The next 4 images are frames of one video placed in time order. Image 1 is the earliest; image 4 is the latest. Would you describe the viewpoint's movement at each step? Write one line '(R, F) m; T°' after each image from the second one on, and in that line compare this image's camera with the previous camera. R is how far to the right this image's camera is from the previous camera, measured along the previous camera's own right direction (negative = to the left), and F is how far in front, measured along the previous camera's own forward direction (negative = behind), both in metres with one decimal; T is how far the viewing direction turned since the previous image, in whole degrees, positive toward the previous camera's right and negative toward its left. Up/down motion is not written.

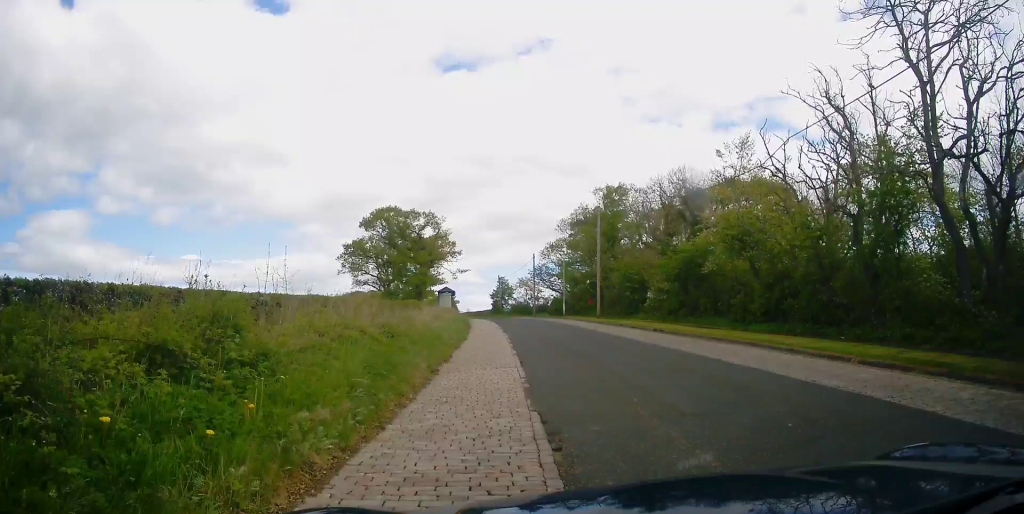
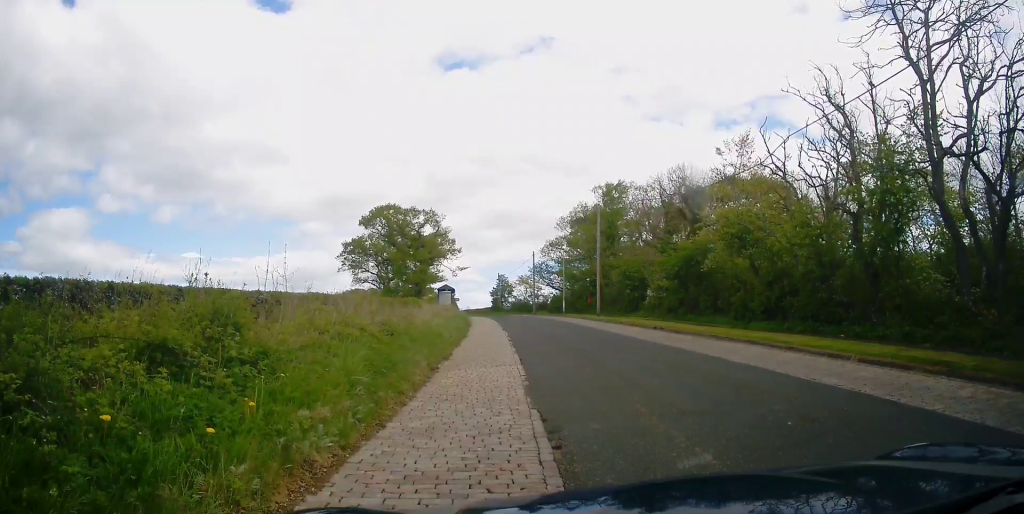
(0.0, +0.3) m; 0°
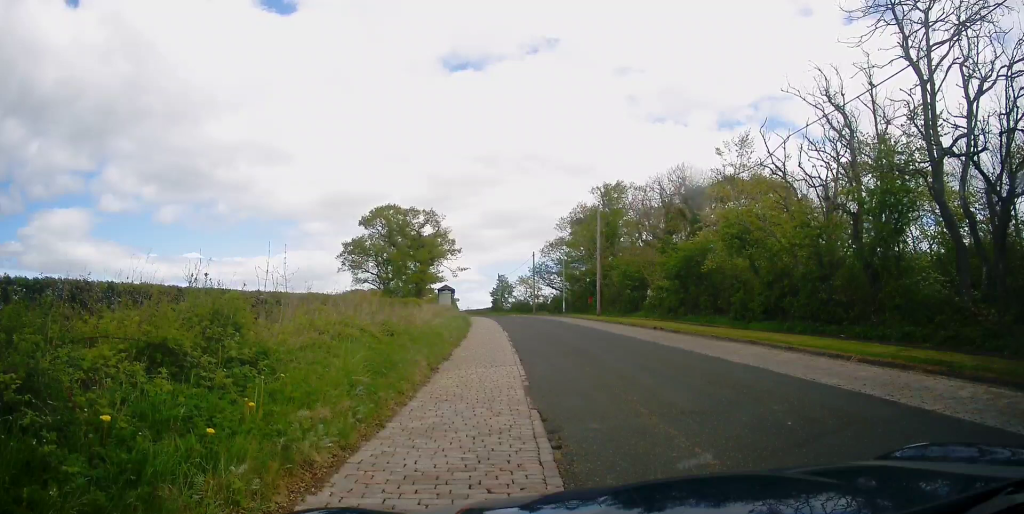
(+0.1, +0.4) m; 0°
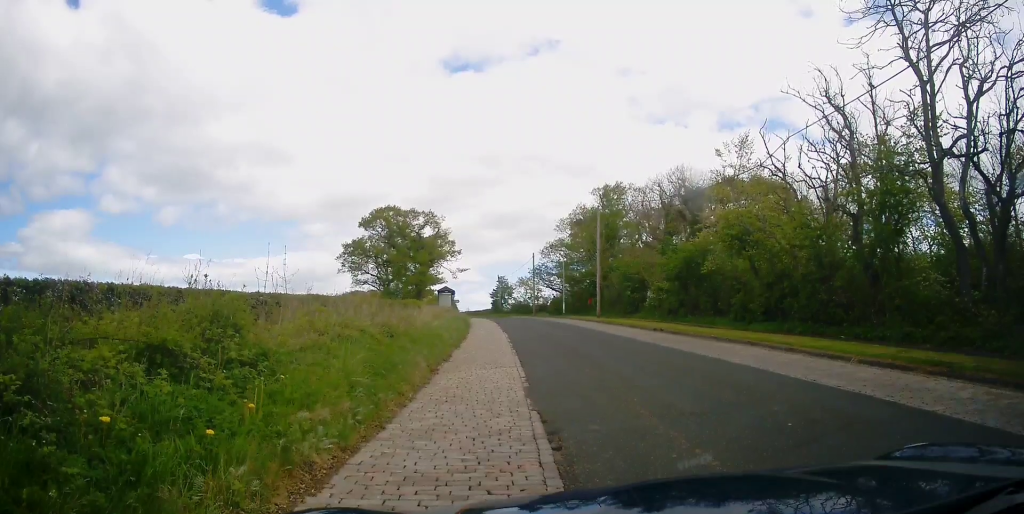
(0.0, 0.0) m; 0°
